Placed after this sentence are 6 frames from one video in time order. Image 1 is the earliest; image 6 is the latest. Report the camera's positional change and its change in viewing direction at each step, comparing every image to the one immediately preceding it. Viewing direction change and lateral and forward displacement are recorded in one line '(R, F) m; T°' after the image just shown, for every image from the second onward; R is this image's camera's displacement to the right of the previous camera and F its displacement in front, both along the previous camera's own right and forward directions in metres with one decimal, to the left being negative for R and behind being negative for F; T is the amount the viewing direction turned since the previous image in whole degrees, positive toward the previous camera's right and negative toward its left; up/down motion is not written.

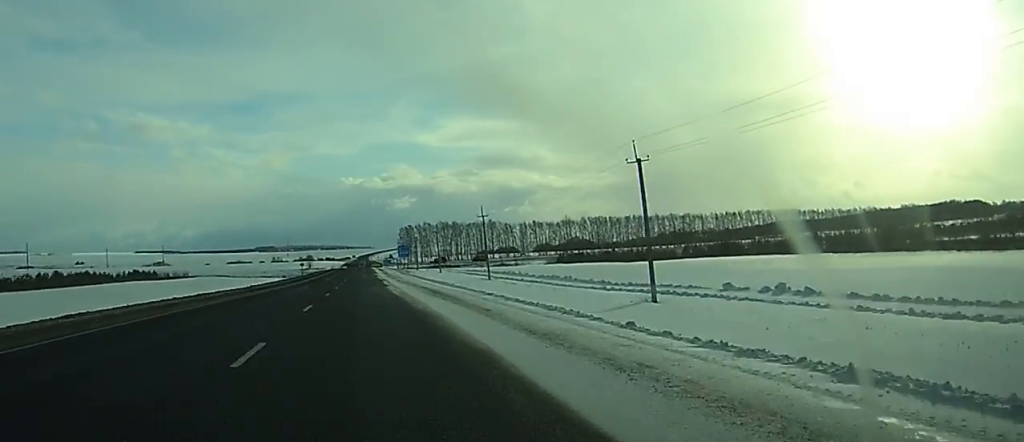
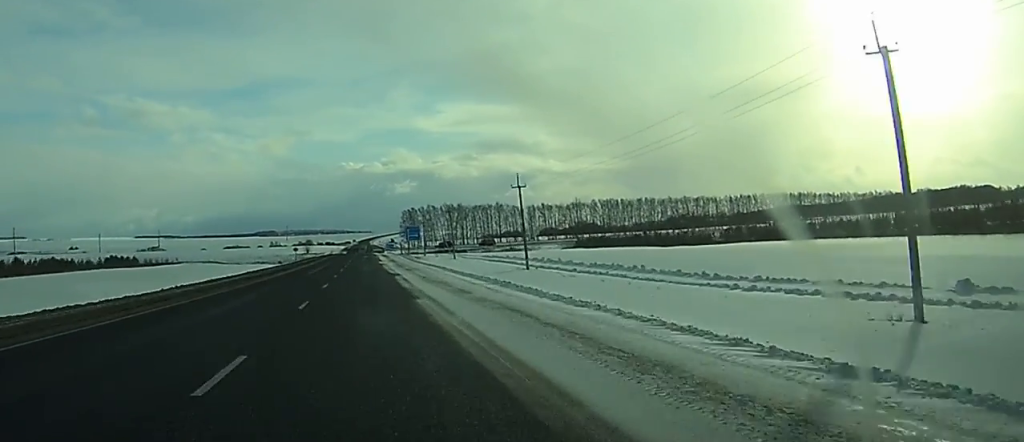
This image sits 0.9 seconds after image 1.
(0.0, +26.2) m; 0°
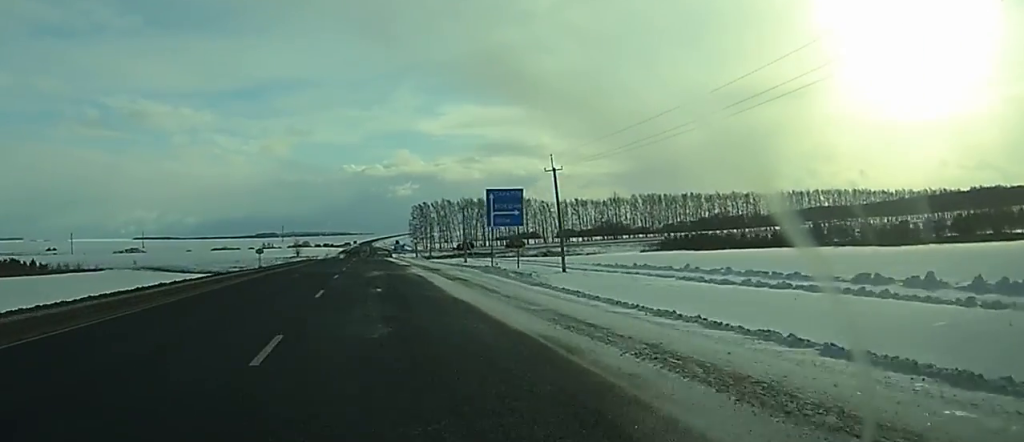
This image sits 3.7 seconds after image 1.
(-0.9, +82.0) m; -1°
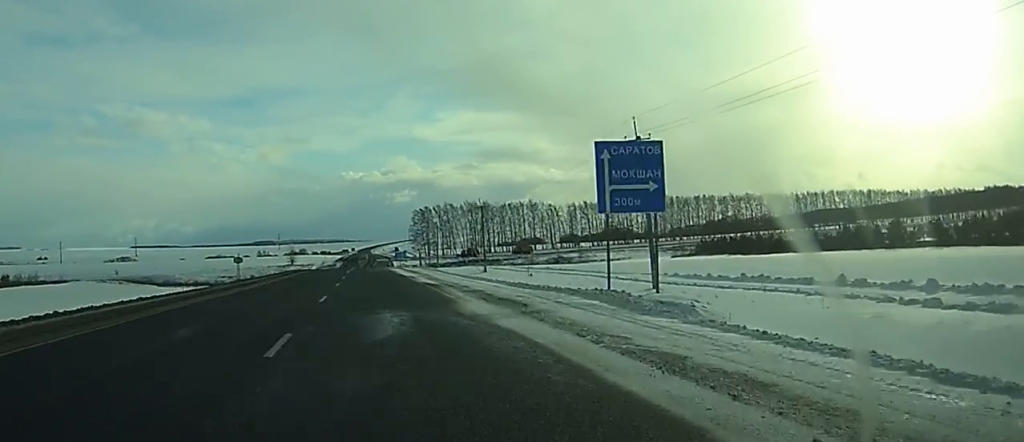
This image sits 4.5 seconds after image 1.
(+0.1, +23.0) m; 0°
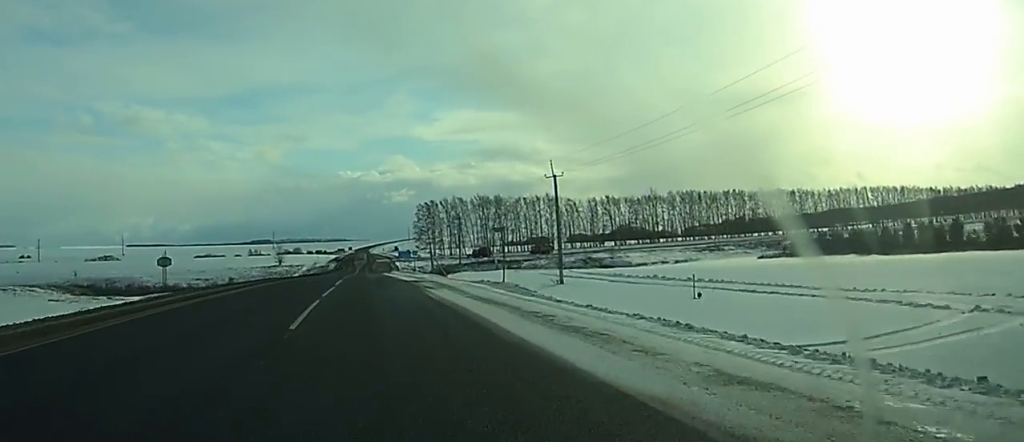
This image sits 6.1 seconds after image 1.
(+0.2, +44.0) m; 0°
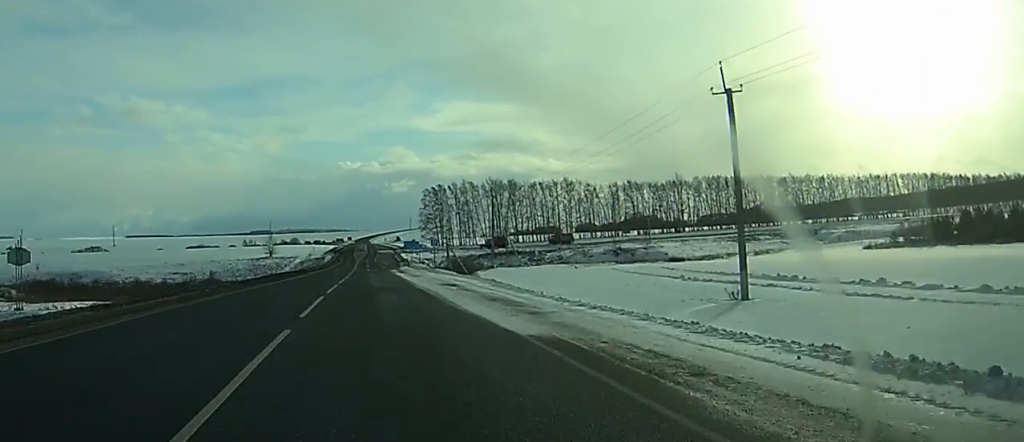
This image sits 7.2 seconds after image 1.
(0.0, +33.6) m; 0°
